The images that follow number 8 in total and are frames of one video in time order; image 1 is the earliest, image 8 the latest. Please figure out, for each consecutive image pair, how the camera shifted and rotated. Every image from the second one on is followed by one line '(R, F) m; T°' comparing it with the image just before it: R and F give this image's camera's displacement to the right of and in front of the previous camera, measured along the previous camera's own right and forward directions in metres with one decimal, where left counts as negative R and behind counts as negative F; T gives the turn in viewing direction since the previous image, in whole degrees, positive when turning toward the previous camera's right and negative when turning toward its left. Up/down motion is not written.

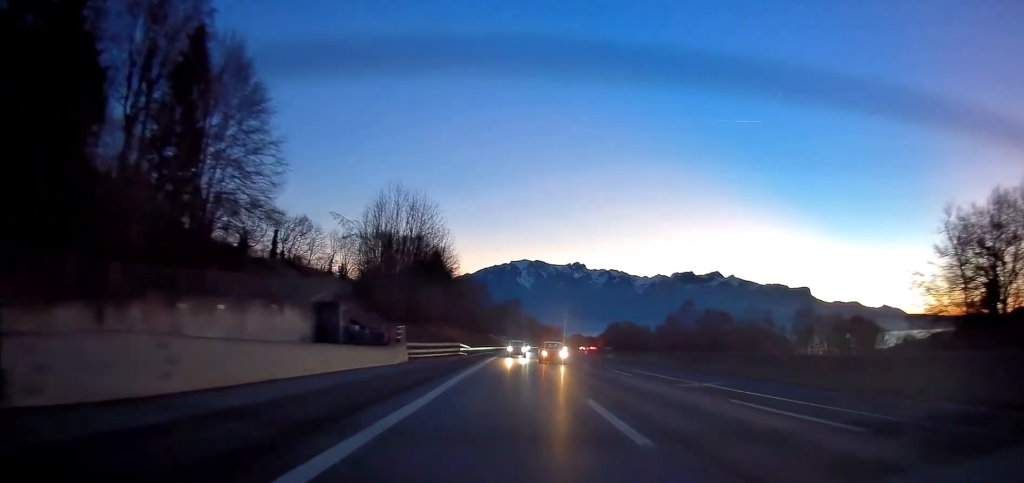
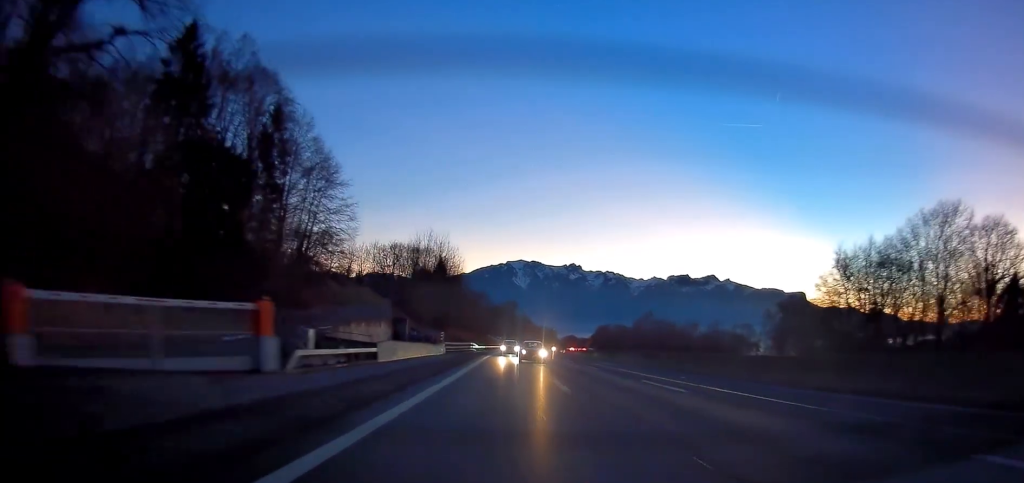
(-0.1, +26.9) m; 0°
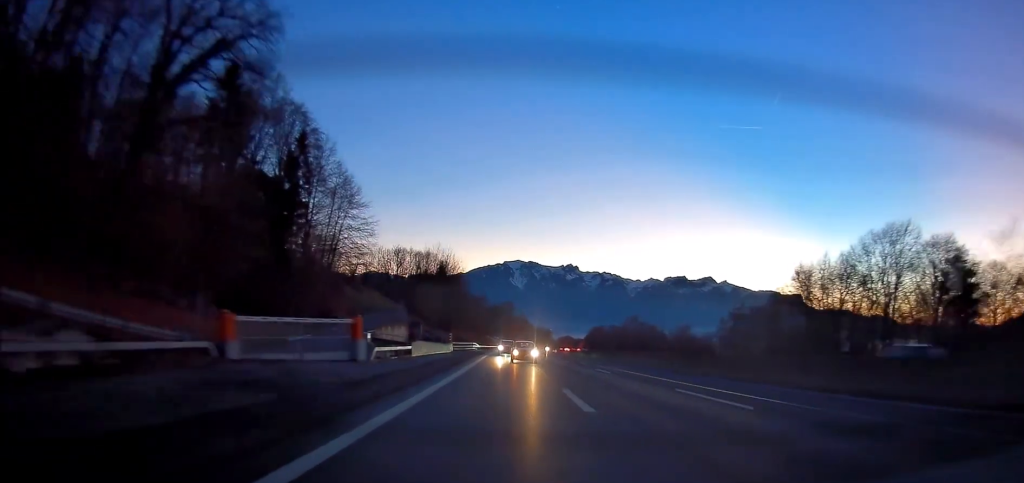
(0.0, +12.9) m; 0°
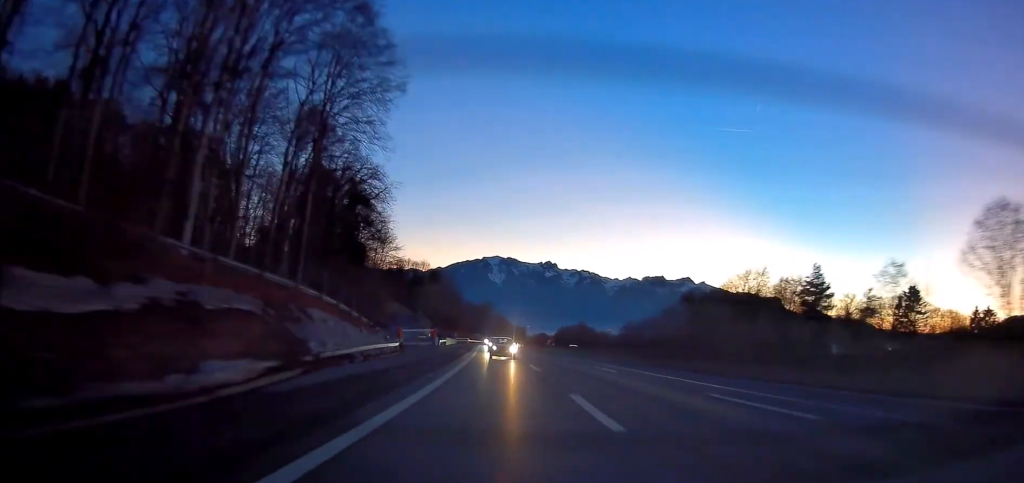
(+0.3, +50.7) m; +1°
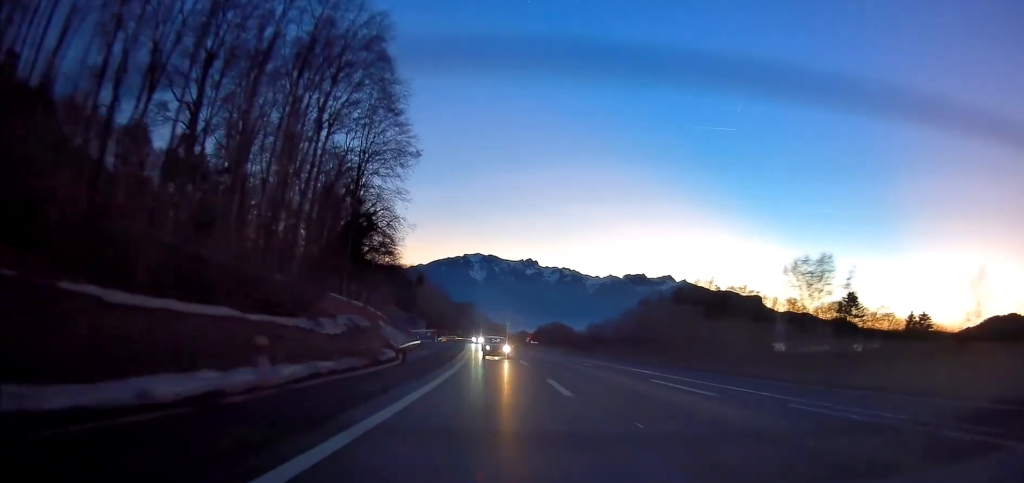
(+0.2, +23.7) m; +1°
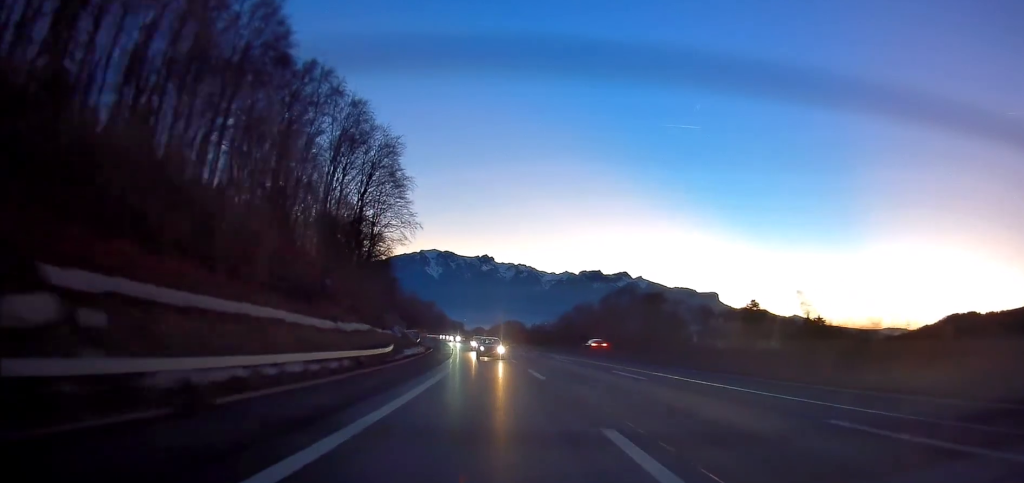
(+1.1, +41.7) m; +4°
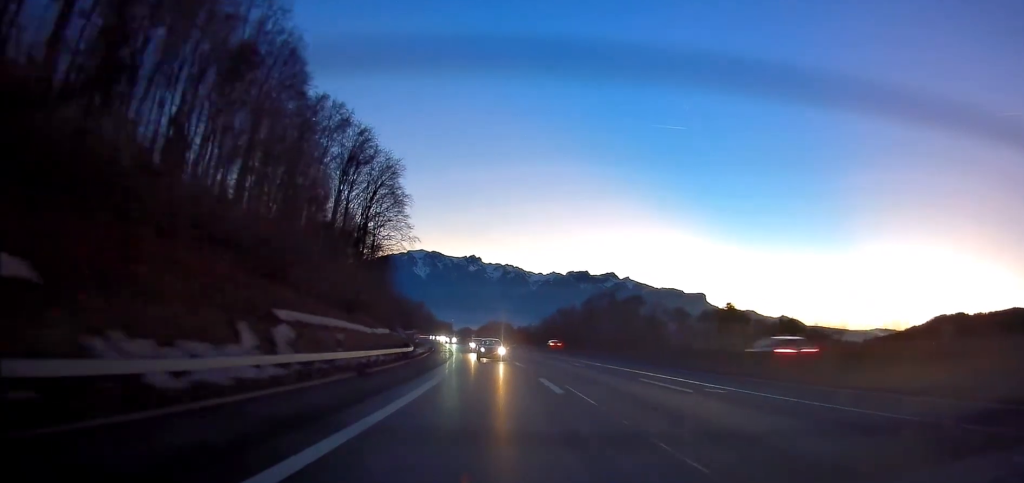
(+0.2, +12.7) m; +1°
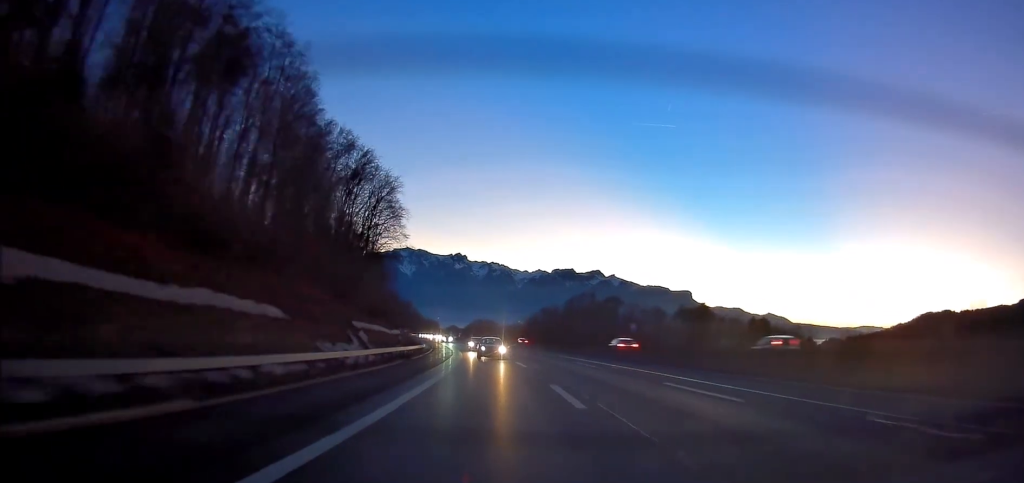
(+0.1, +13.8) m; +1°
